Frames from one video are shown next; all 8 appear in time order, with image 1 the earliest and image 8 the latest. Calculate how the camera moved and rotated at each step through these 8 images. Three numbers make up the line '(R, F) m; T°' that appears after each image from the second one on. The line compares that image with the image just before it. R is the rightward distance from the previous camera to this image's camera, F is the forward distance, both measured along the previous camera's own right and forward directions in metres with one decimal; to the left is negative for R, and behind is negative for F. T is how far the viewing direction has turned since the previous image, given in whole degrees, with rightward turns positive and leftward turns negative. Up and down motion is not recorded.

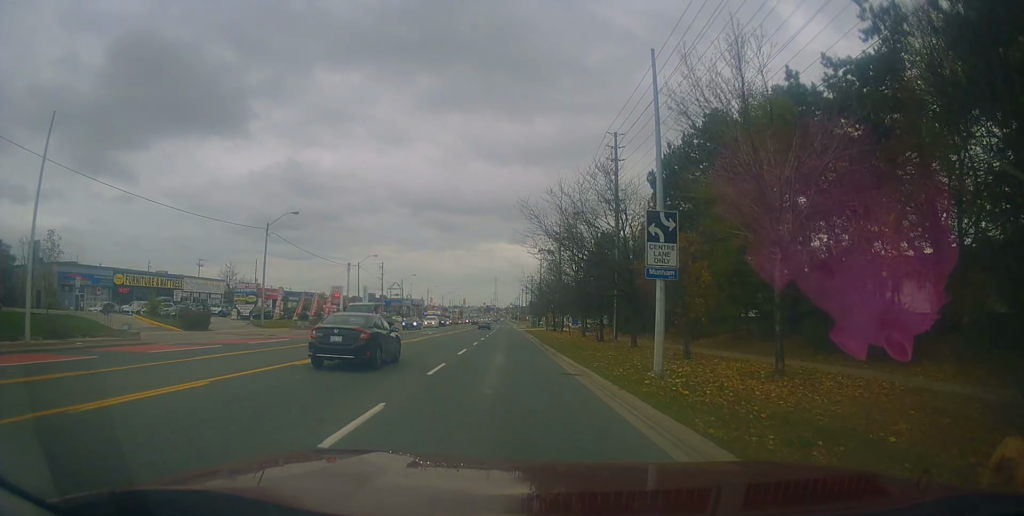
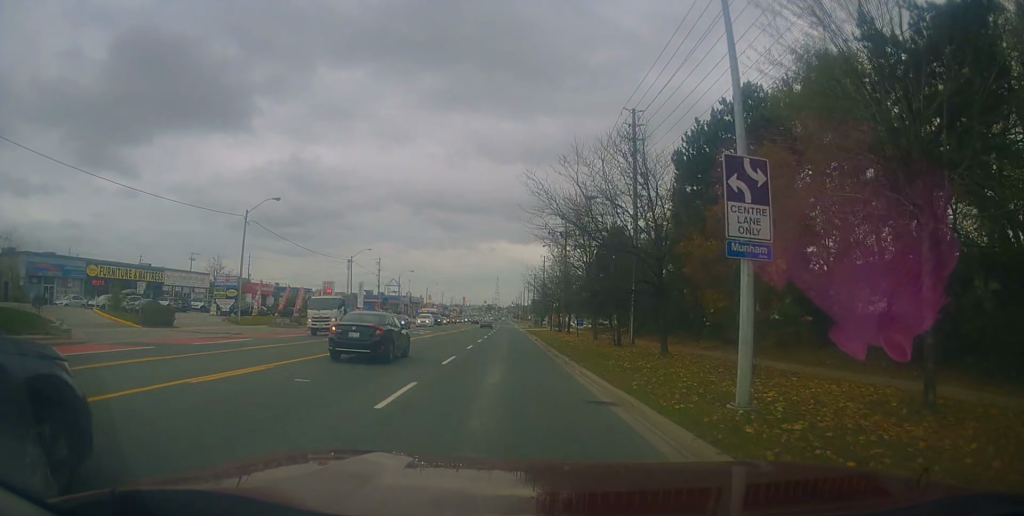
(+0.1, +5.6) m; -1°
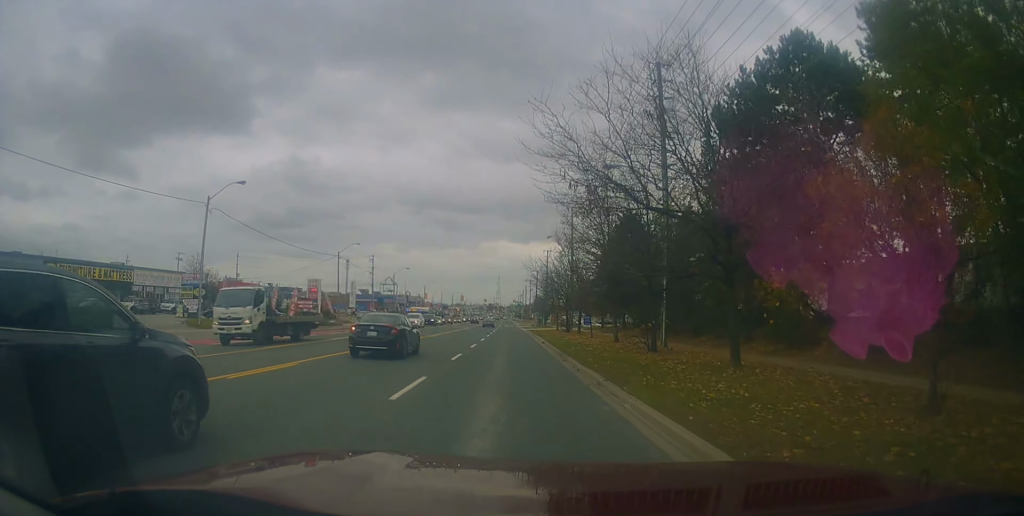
(-0.2, +7.5) m; 0°
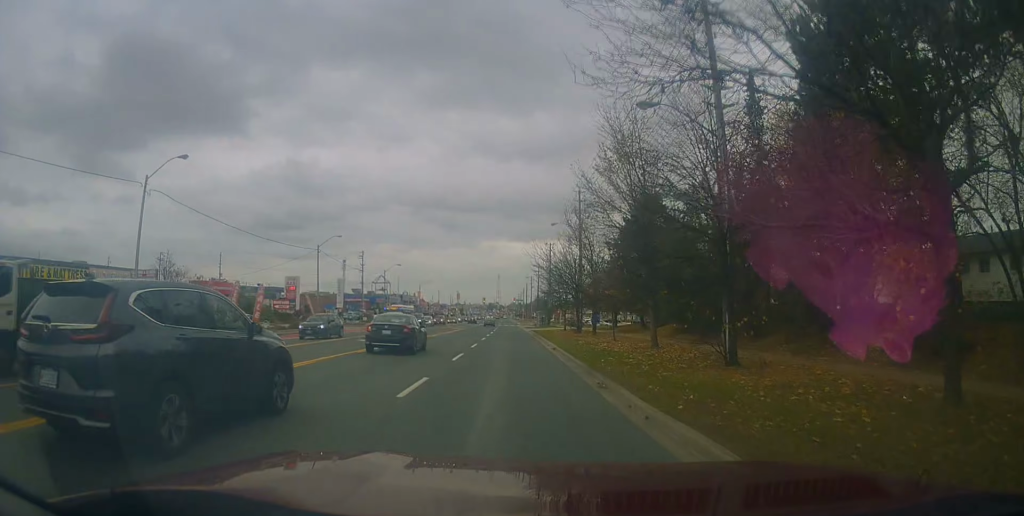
(-0.6, +8.9) m; +1°
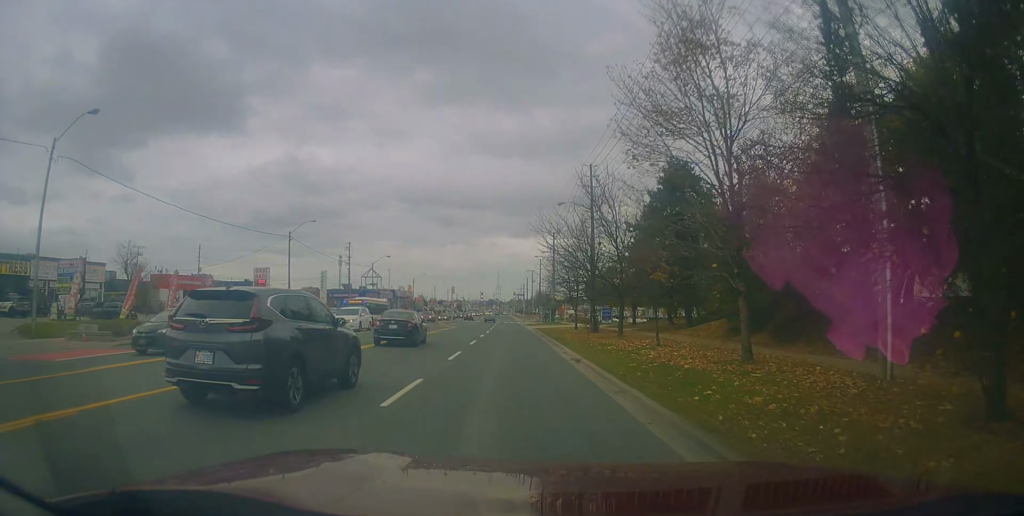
(+0.7, +9.8) m; +1°
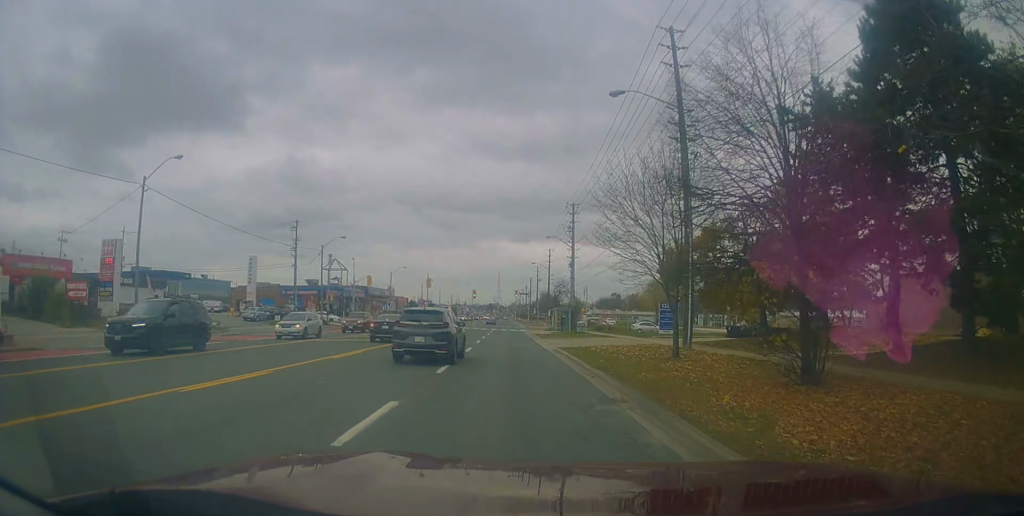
(-0.4, +29.1) m; 0°
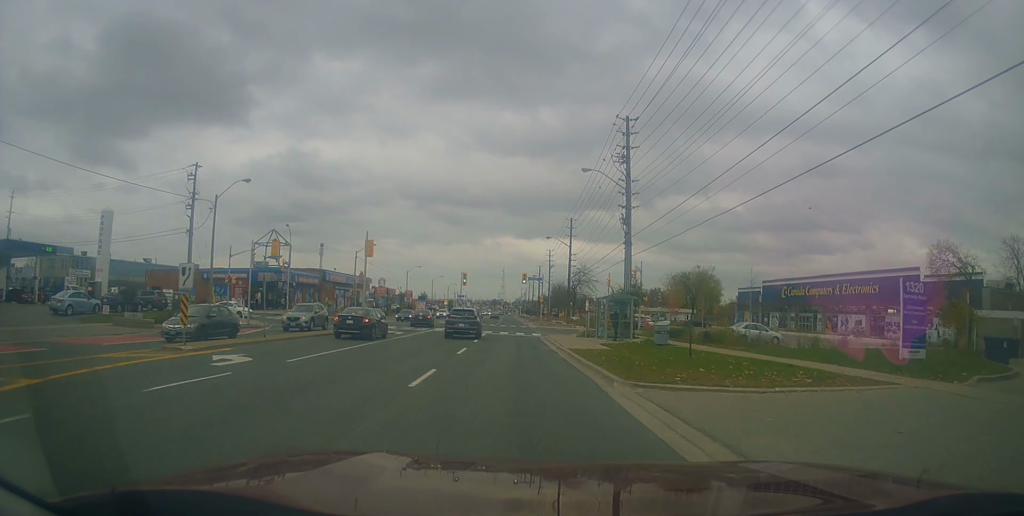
(-0.3, +30.3) m; -2°
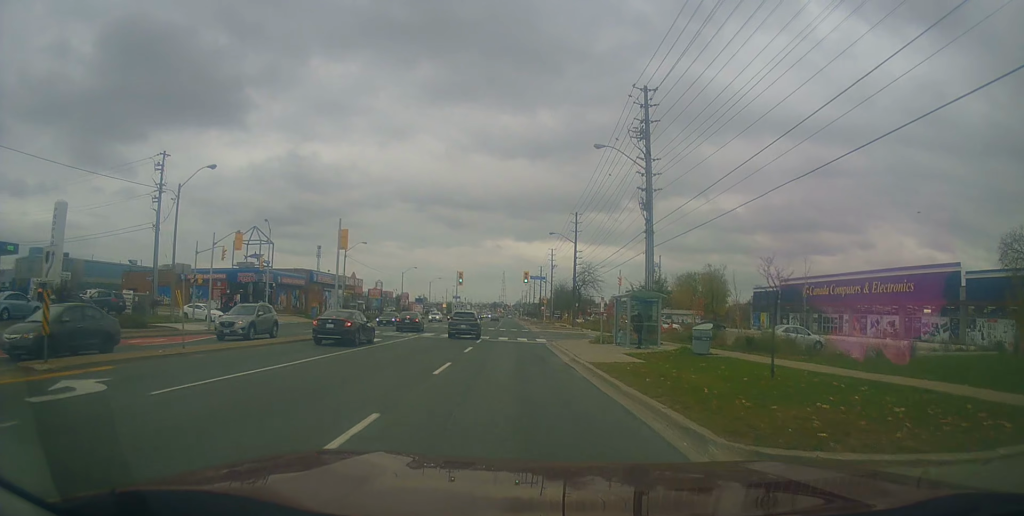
(0.0, +6.0) m; 0°
